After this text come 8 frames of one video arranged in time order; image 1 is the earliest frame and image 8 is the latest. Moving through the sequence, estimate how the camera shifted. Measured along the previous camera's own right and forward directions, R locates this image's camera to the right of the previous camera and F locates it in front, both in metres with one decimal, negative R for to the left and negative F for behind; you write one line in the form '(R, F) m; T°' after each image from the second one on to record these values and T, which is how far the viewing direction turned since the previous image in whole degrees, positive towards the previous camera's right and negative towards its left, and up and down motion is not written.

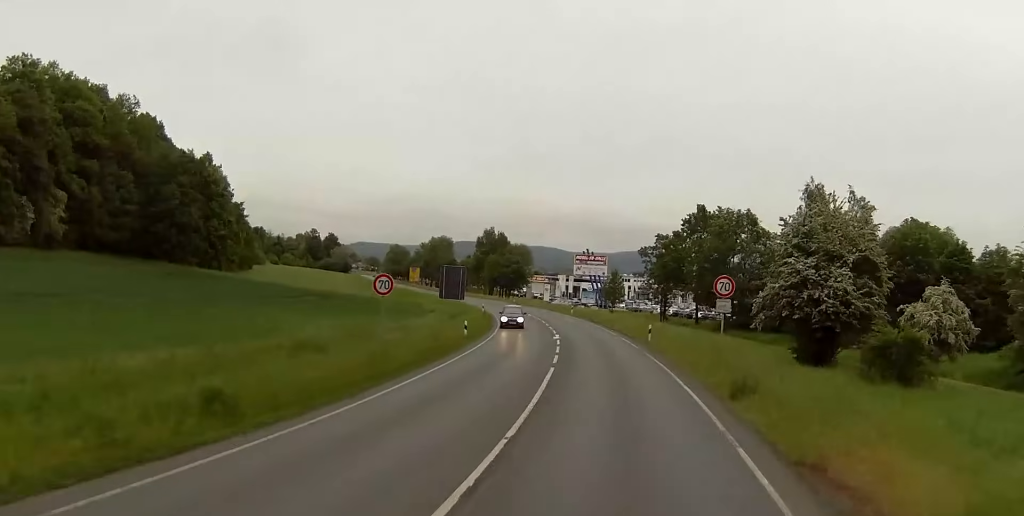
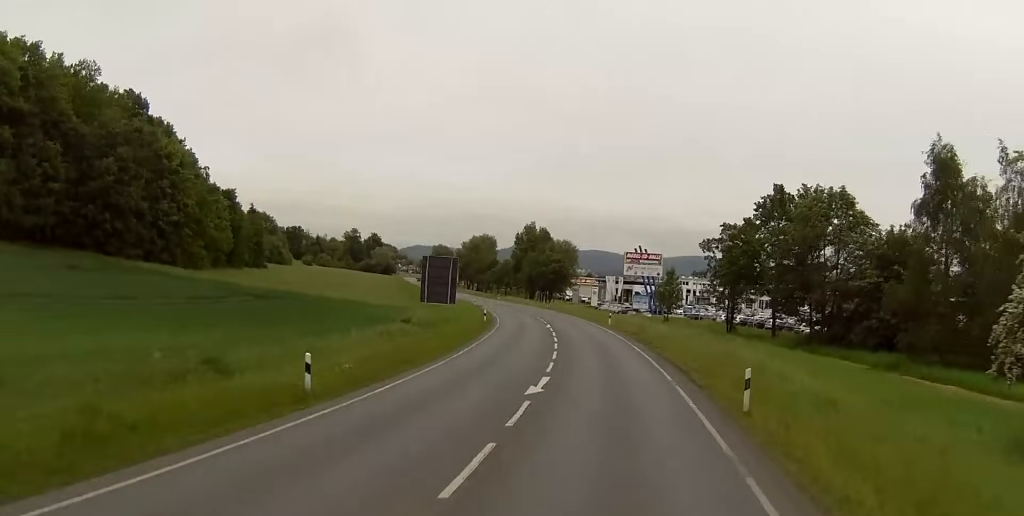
(-0.3, +28.1) m; -4°
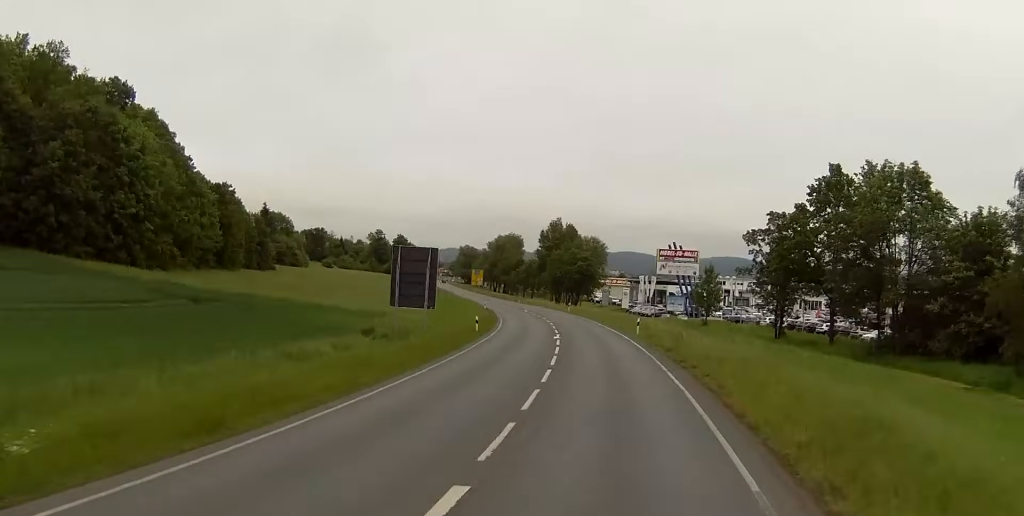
(-0.8, +15.7) m; -2°
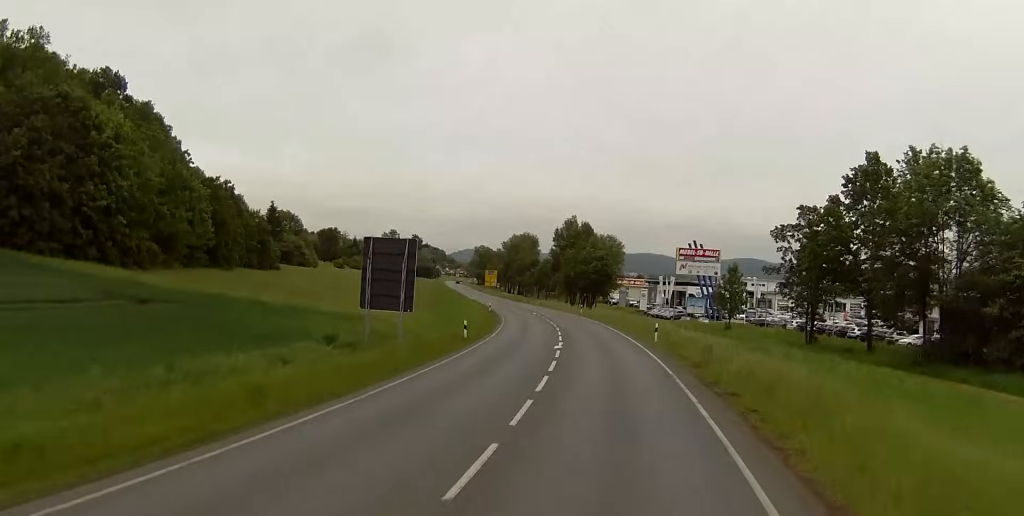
(-0.1, +8.5) m; -1°
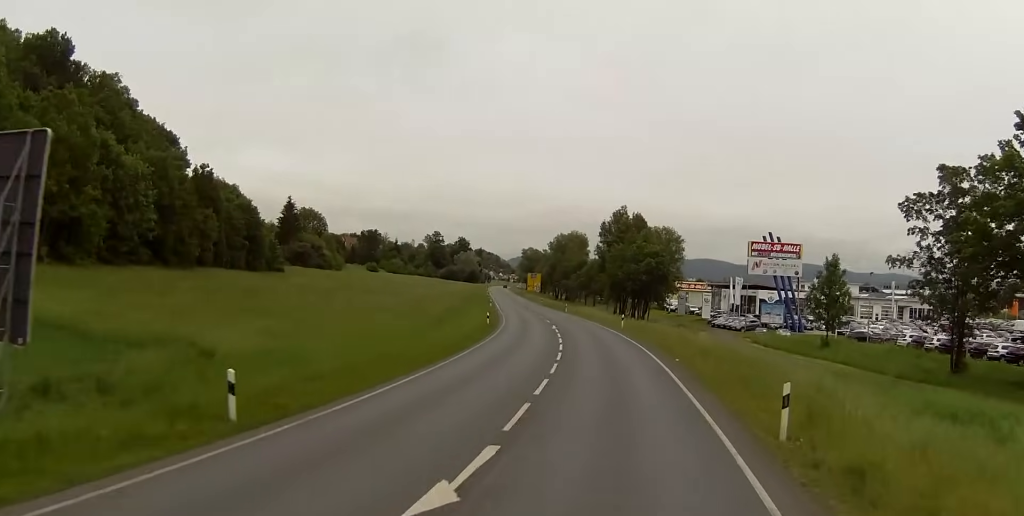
(-1.4, +30.6) m; -4°
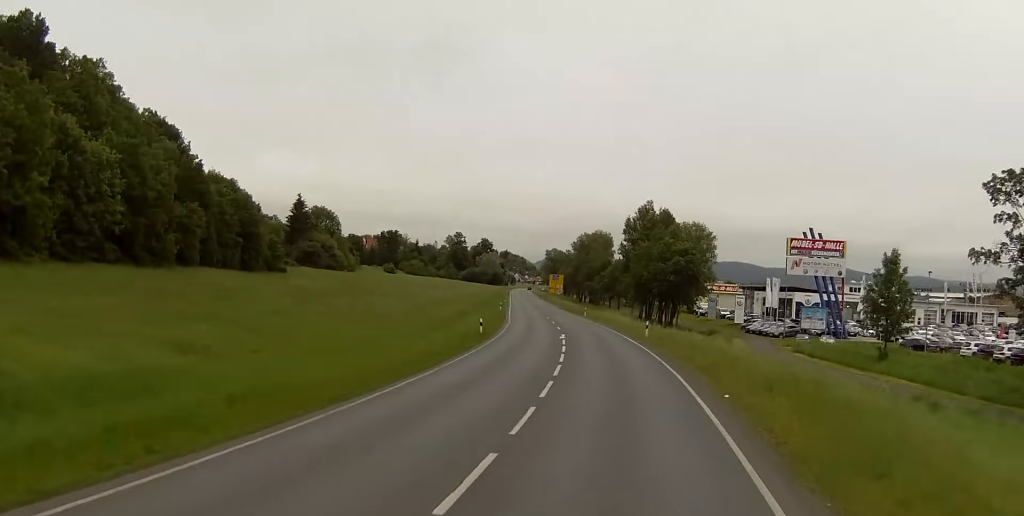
(+0.2, +12.4) m; -1°
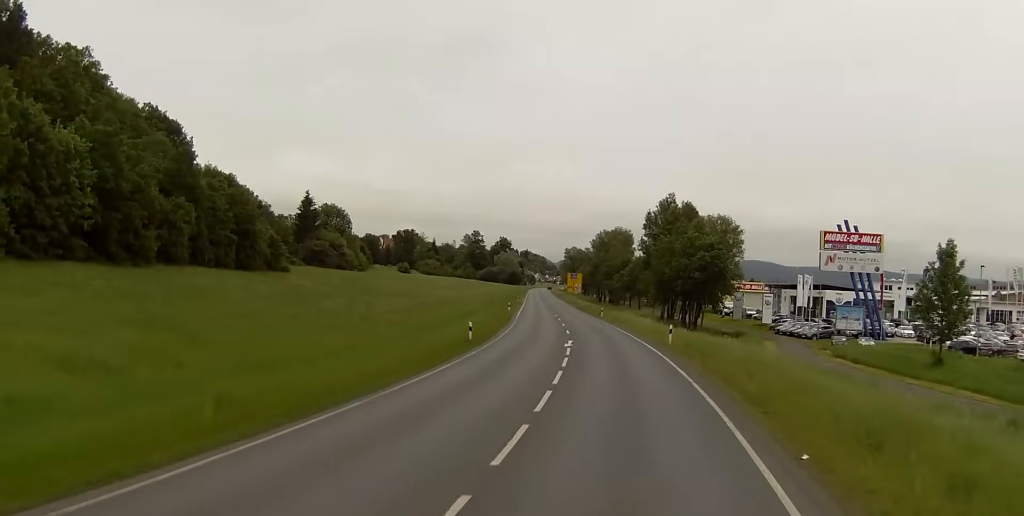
(+0.4, +9.1) m; -1°
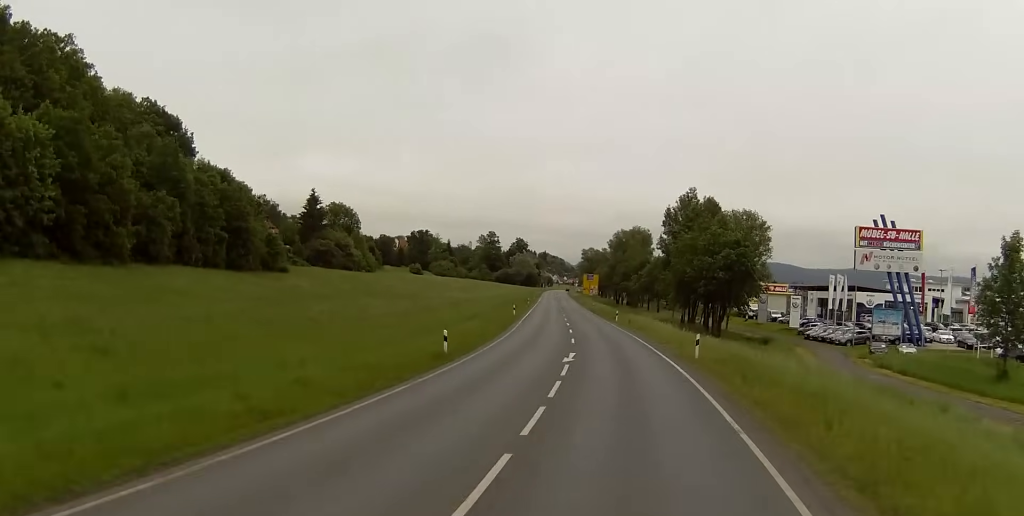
(-0.5, +9.1) m; -1°
